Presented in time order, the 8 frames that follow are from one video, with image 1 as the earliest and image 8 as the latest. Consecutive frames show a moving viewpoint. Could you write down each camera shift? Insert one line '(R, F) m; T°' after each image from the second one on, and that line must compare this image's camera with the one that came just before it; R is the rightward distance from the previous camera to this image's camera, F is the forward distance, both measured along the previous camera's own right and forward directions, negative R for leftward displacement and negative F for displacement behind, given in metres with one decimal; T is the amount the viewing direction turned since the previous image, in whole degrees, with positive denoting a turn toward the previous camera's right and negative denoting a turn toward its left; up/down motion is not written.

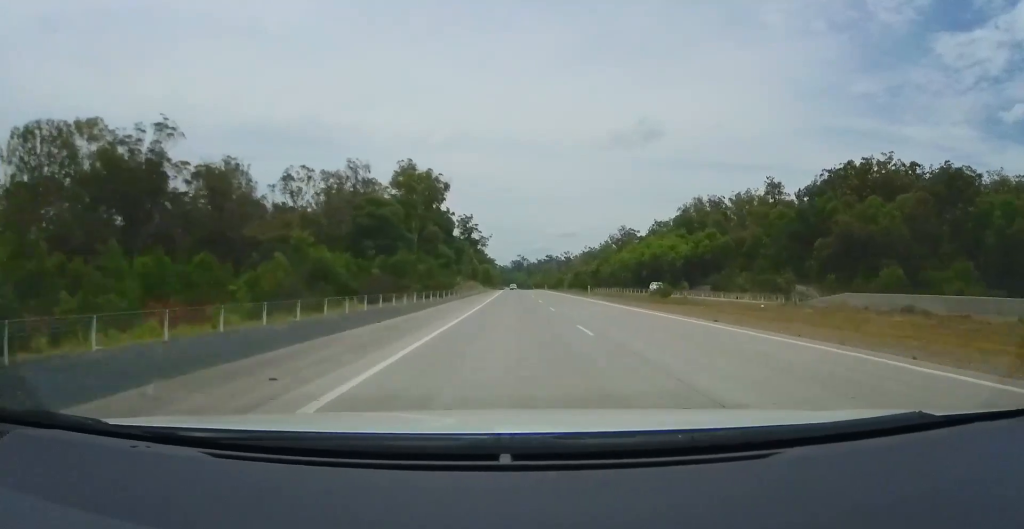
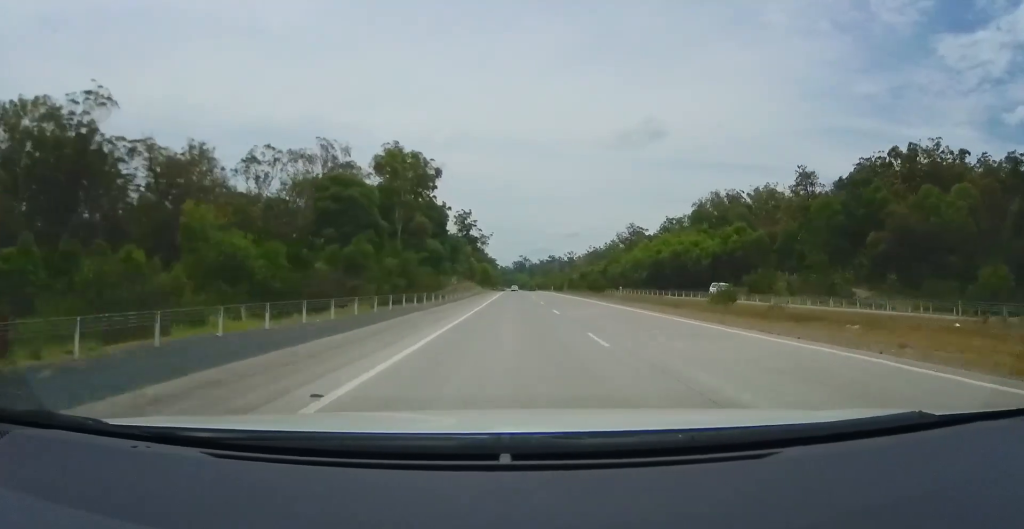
(0.0, +14.4) m; 0°
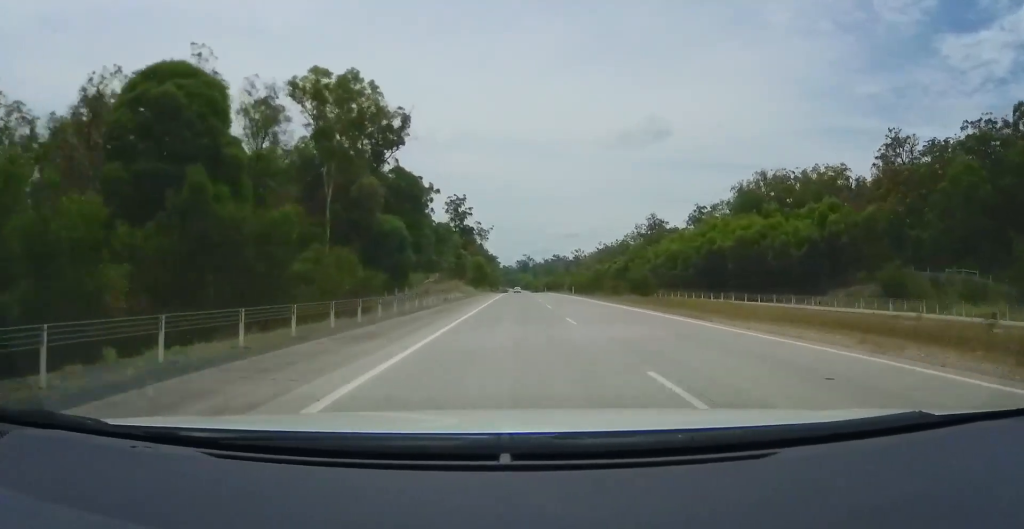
(0.0, +30.0) m; 0°
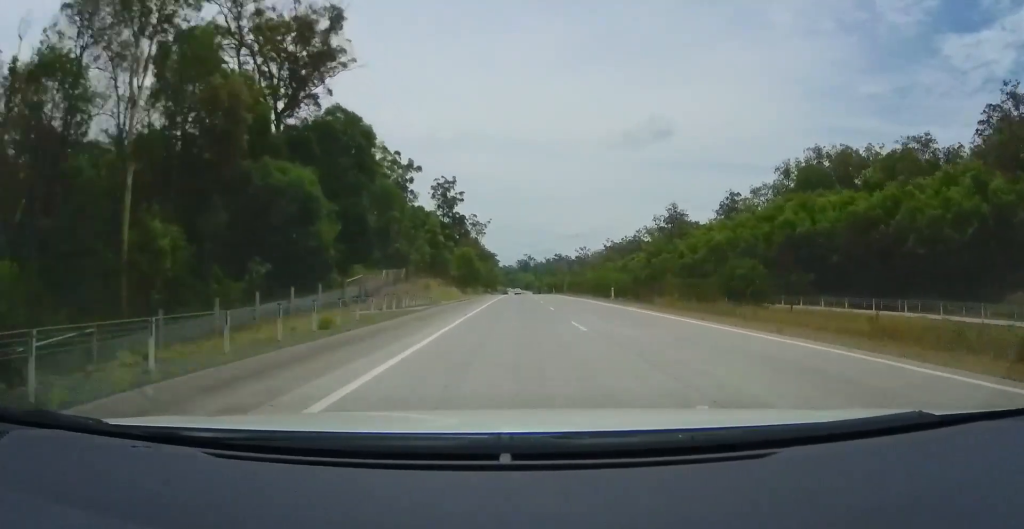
(0.0, +25.2) m; 0°
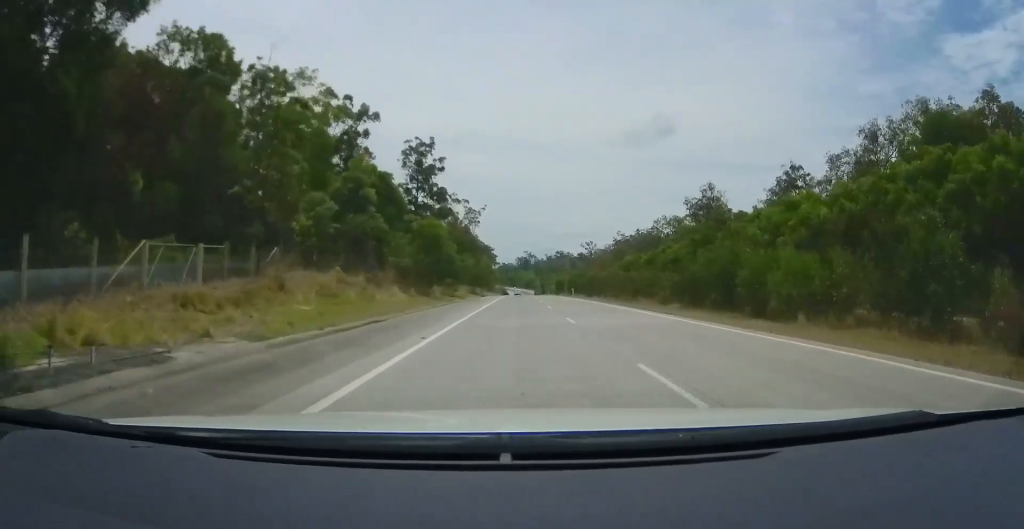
(0.0, +33.6) m; 0°
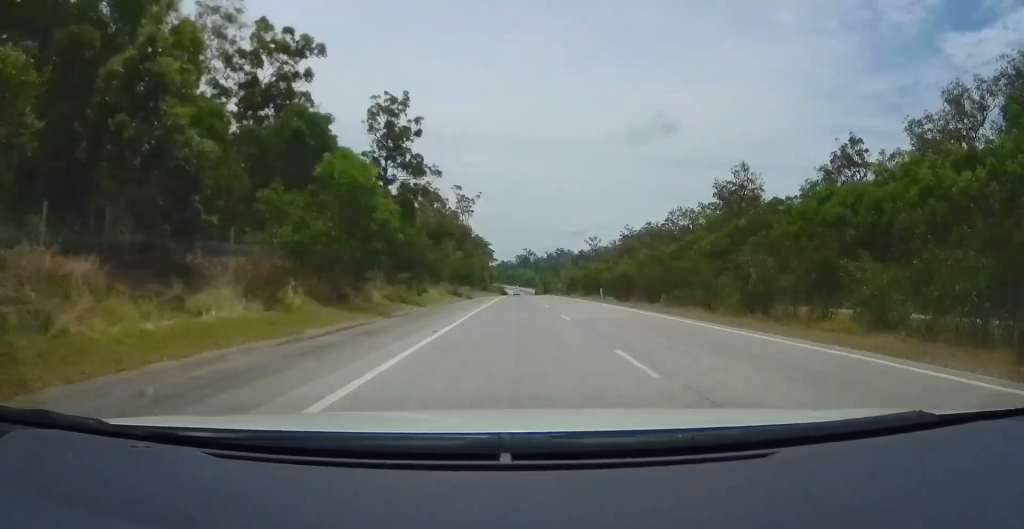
(0.0, +21.6) m; 0°
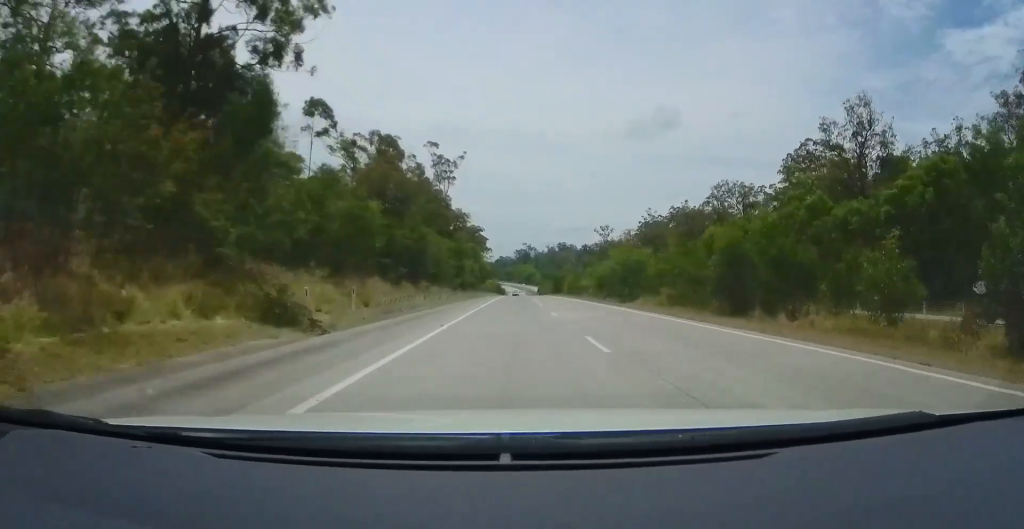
(0.0, +45.6) m; 0°
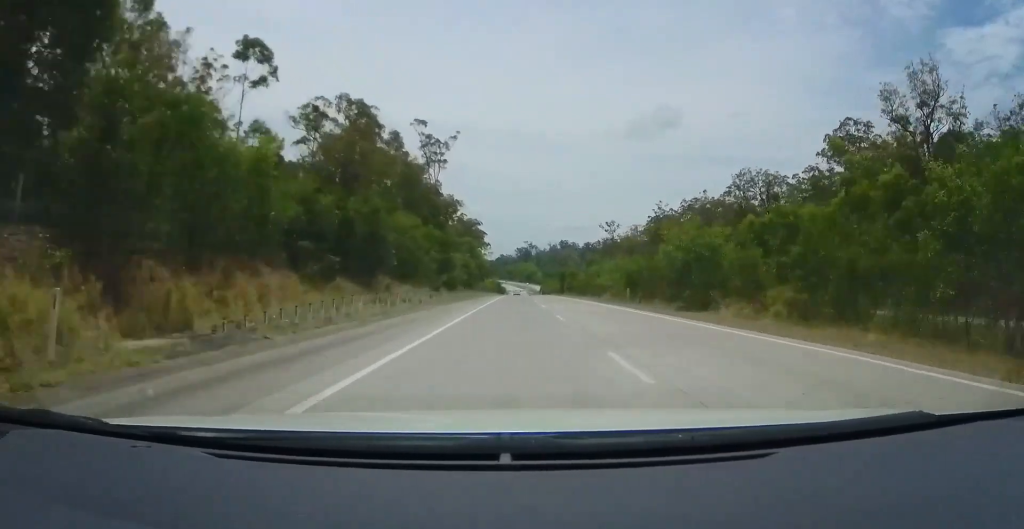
(0.0, +14.4) m; 0°
